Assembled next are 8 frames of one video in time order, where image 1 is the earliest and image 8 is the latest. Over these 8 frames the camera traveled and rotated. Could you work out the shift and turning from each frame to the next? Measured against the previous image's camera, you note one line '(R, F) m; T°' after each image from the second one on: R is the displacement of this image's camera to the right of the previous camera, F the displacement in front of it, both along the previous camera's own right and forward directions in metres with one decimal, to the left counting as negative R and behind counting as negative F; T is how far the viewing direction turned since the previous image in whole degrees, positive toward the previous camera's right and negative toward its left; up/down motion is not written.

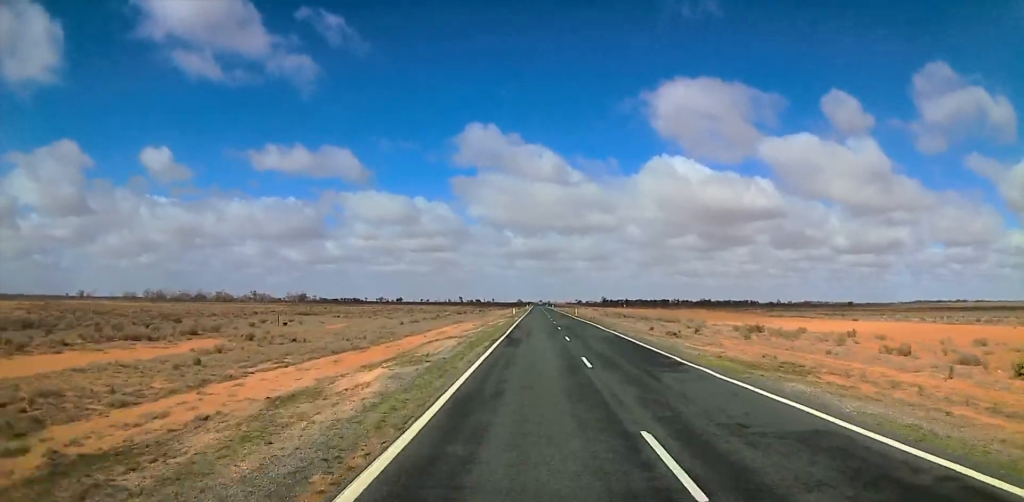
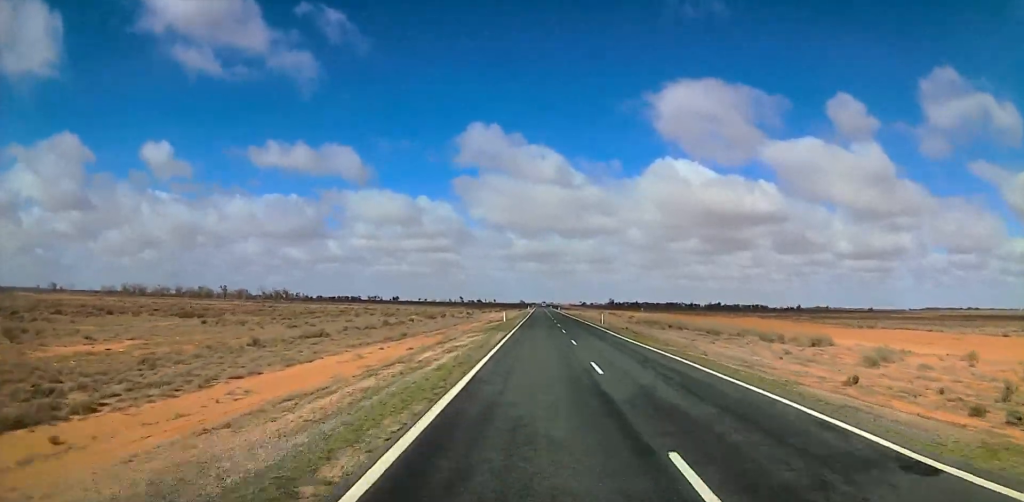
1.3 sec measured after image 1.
(+1.8, +37.5) m; +3°
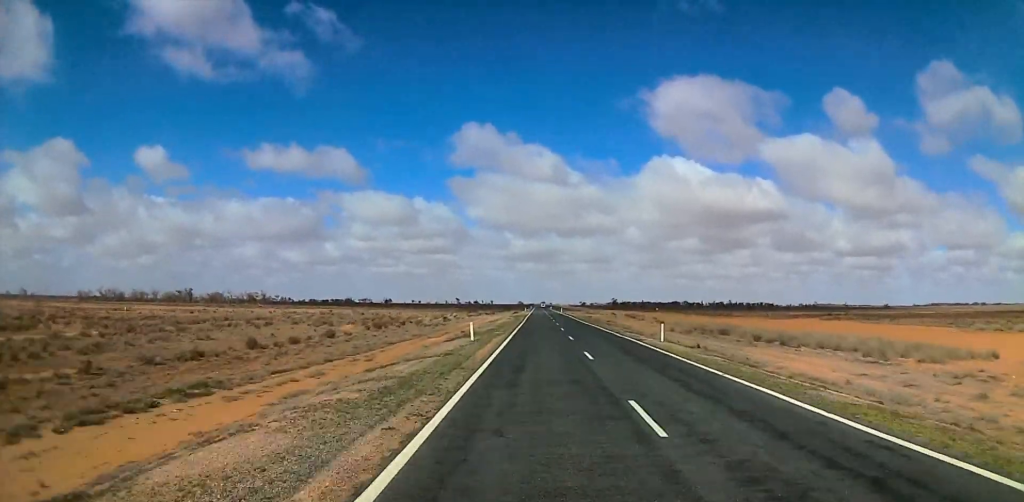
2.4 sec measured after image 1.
(0.0, +31.8) m; 0°
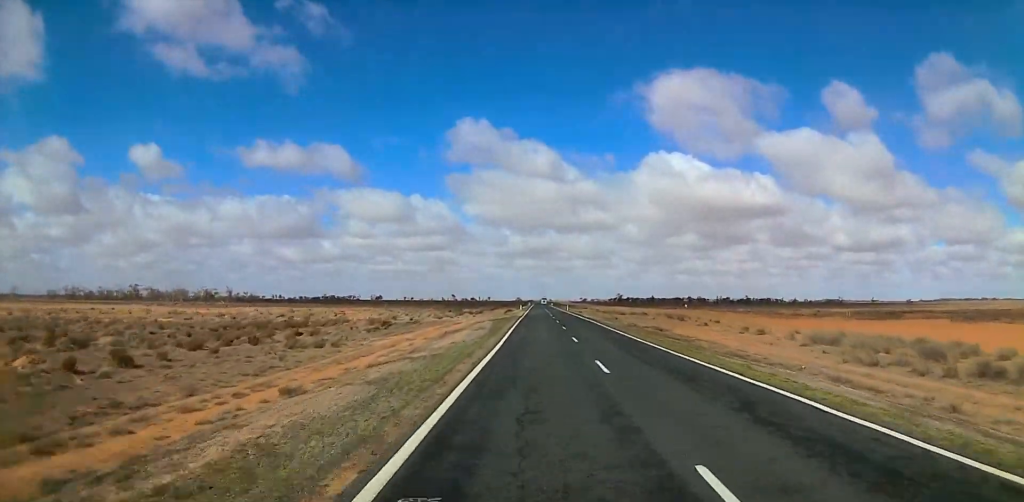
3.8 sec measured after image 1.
(-0.1, +40.8) m; -2°
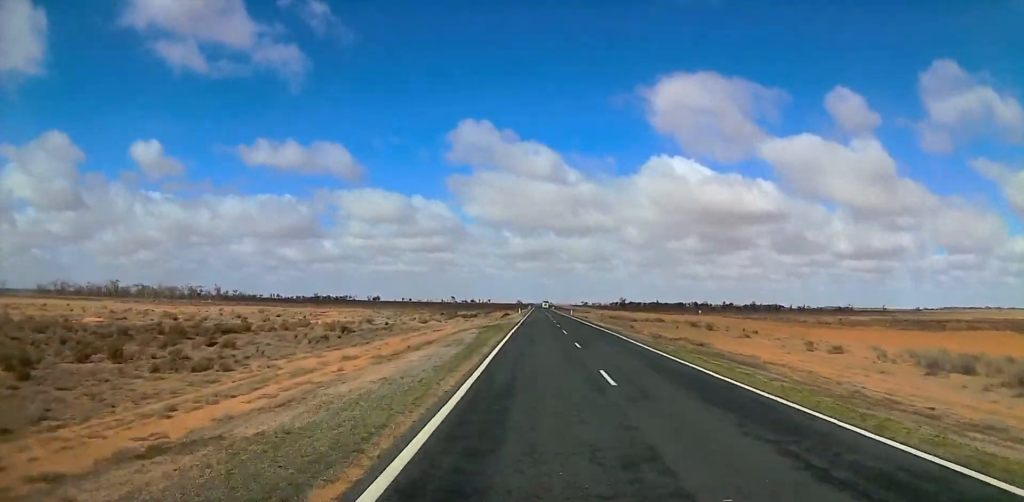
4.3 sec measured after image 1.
(-0.3, +13.2) m; 0°
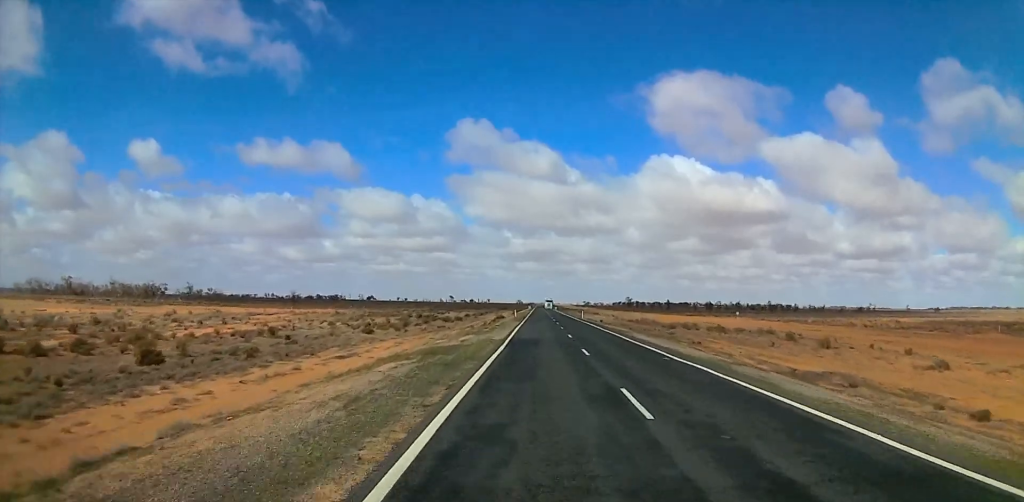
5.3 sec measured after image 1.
(-0.5, +27.3) m; +1°
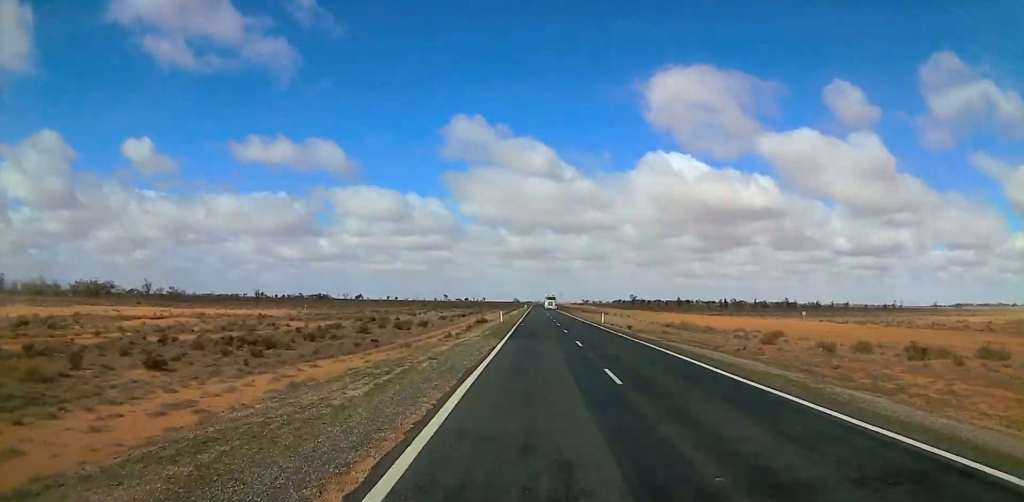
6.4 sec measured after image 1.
(+1.0, +32.3) m; +2°
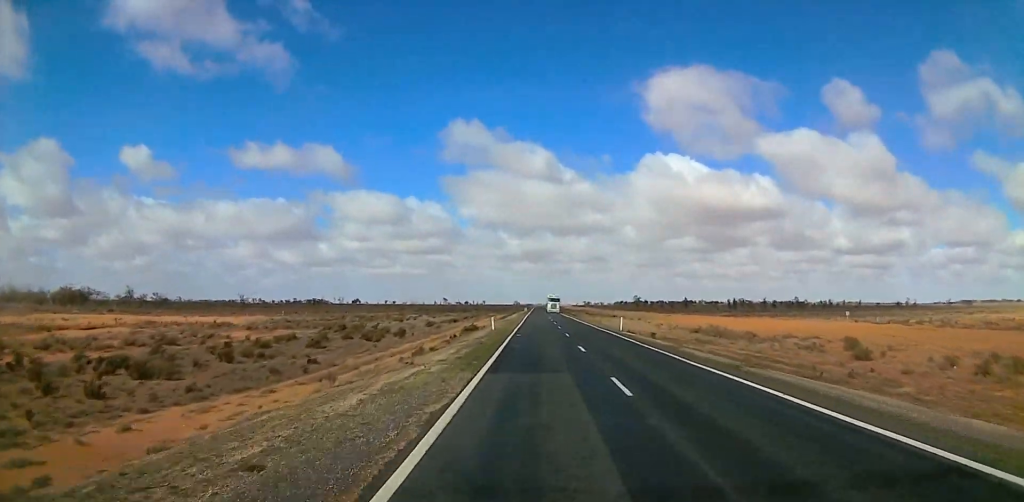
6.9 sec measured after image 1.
(0.0, +13.4) m; 0°
